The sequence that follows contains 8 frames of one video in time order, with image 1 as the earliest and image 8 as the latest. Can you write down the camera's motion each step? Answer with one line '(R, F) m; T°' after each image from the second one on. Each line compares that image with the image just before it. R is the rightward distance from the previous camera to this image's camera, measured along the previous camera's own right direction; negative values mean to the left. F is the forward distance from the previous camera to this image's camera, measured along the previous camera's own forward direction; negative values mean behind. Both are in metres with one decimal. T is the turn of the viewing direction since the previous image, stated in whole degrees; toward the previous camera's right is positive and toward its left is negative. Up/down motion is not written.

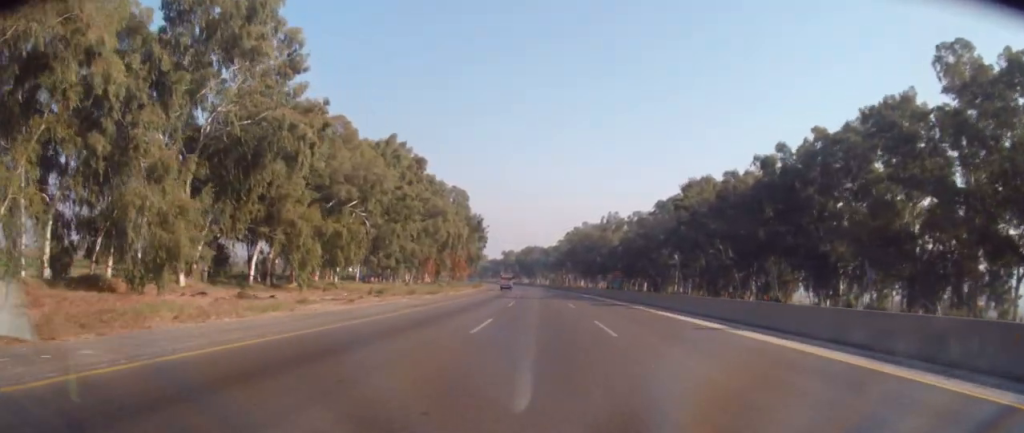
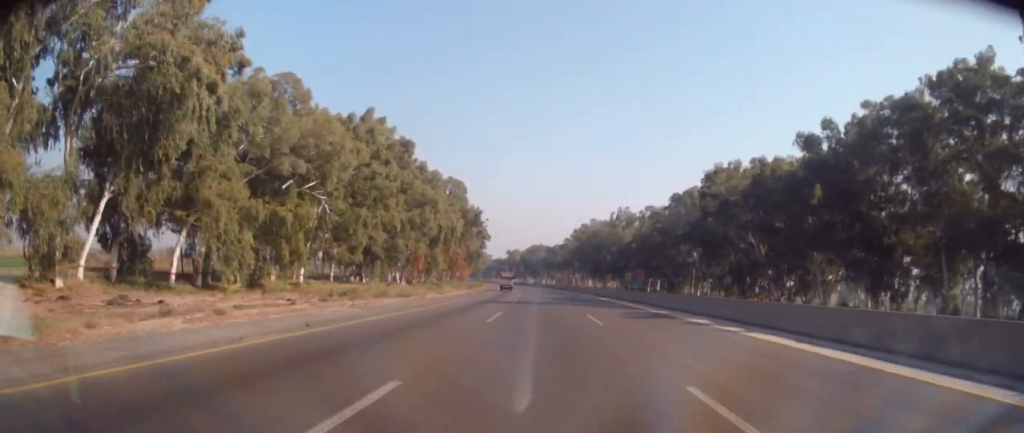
(0.0, +13.8) m; 0°
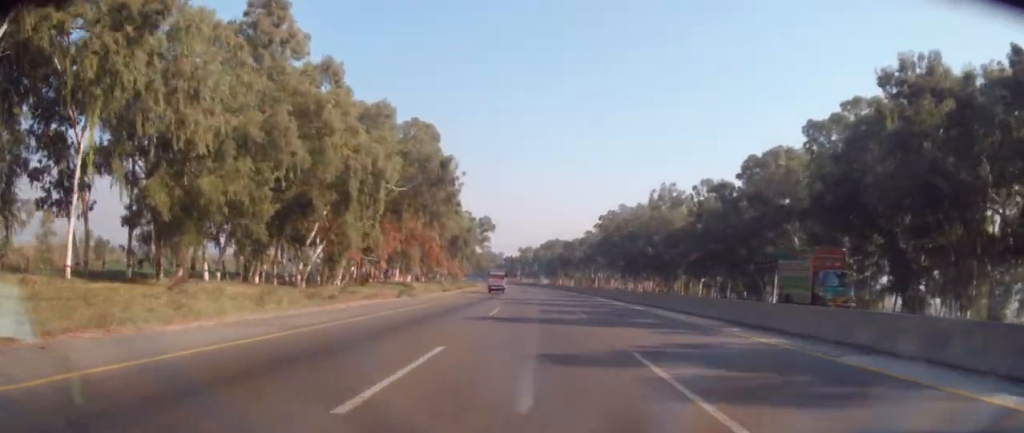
(-0.5, +53.4) m; -2°
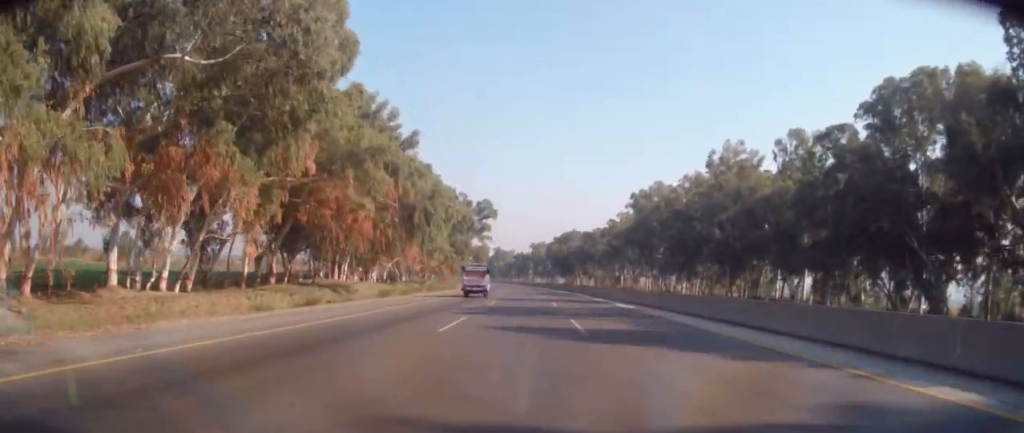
(-1.0, +49.3) m; -3°
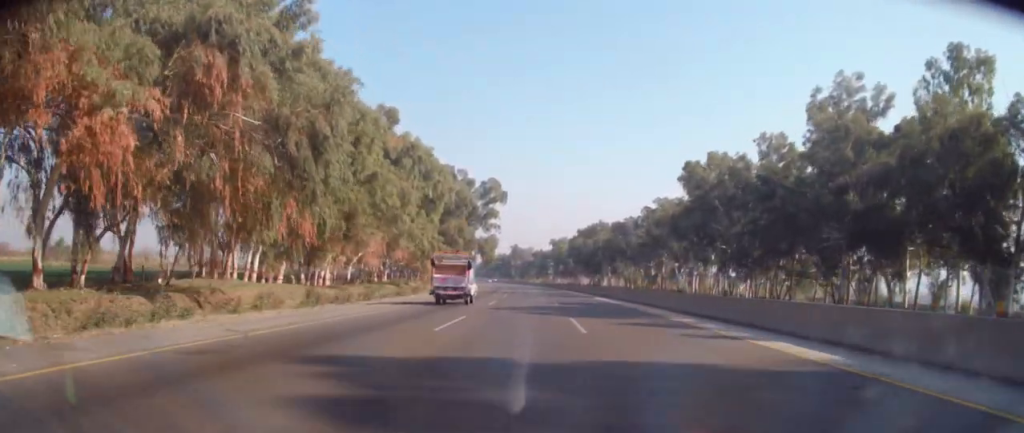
(-1.0, +44.3) m; -2°
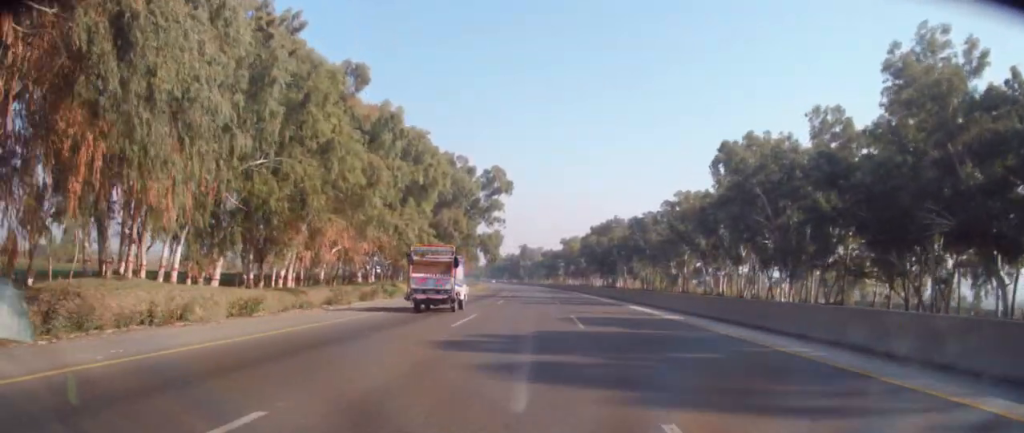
(-0.3, +18.0) m; 0°
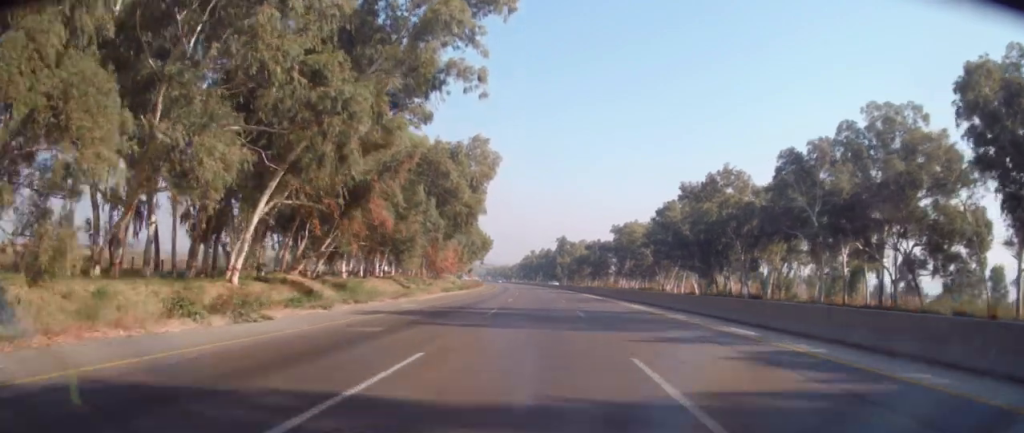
(-0.1, +28.5) m; -1°
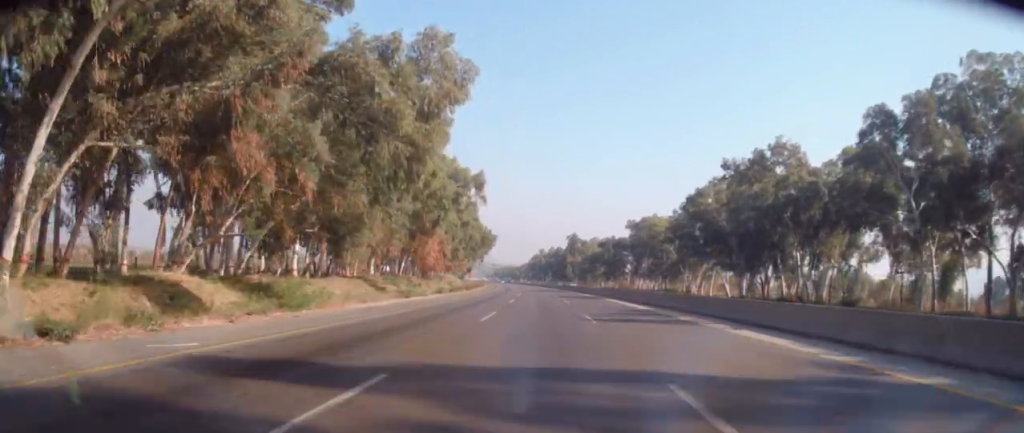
(0.0, +22.6) m; -1°
